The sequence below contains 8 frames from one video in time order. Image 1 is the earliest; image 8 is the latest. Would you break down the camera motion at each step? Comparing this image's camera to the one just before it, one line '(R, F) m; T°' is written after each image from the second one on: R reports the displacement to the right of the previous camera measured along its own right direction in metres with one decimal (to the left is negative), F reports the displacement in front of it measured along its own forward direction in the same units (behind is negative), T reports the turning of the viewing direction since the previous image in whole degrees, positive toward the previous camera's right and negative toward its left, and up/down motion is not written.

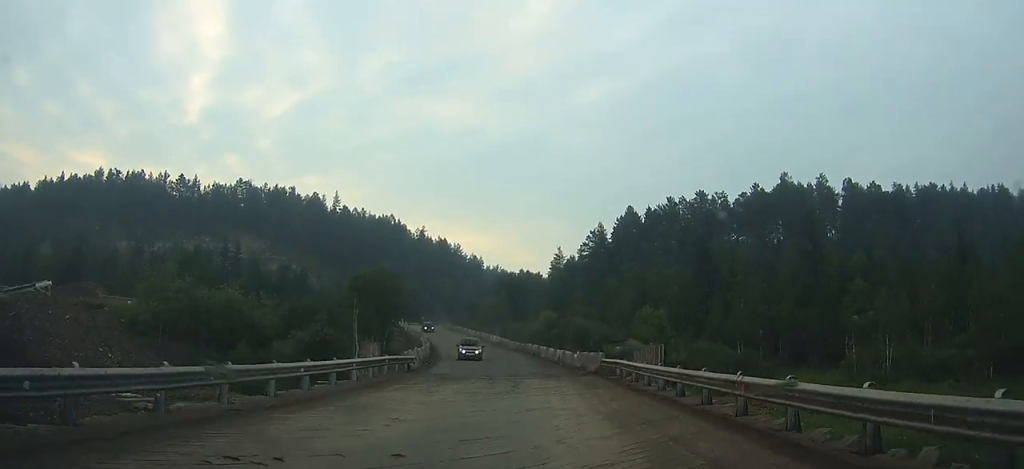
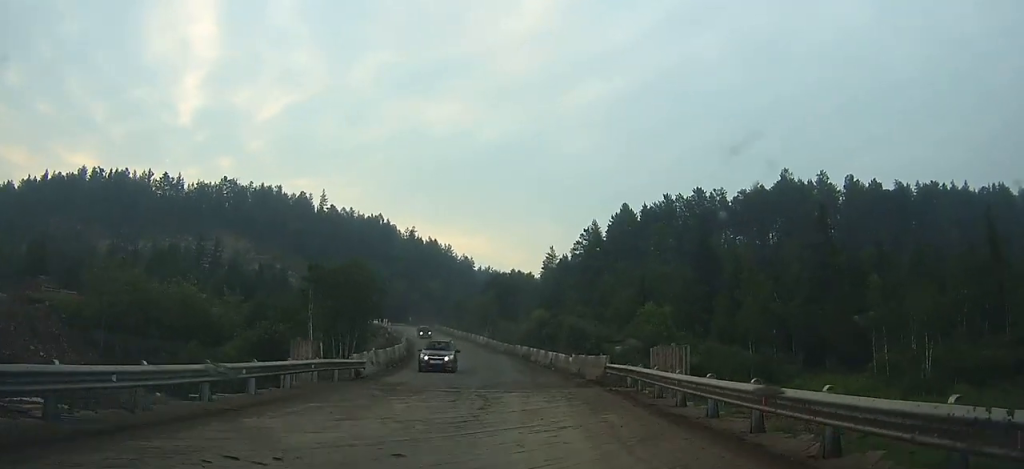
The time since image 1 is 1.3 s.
(-0.1, +5.0) m; -1°
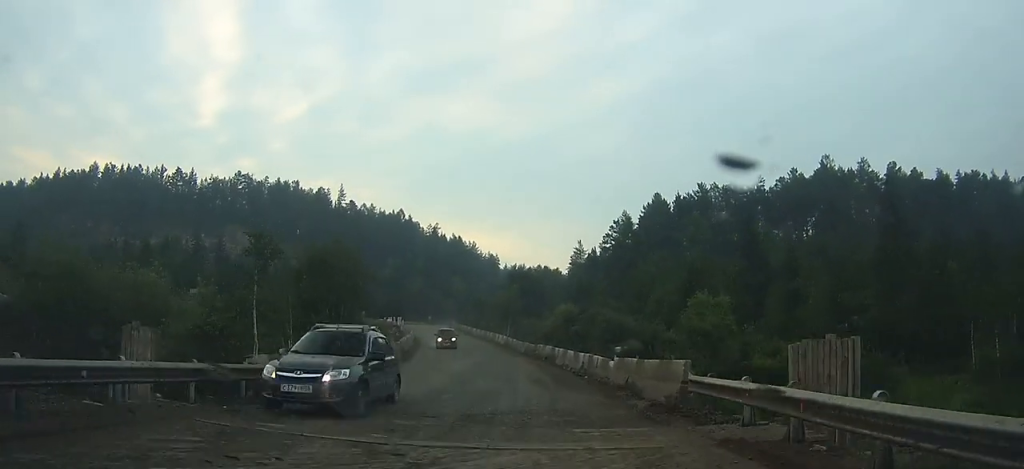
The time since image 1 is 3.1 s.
(0.0, +6.9) m; -2°
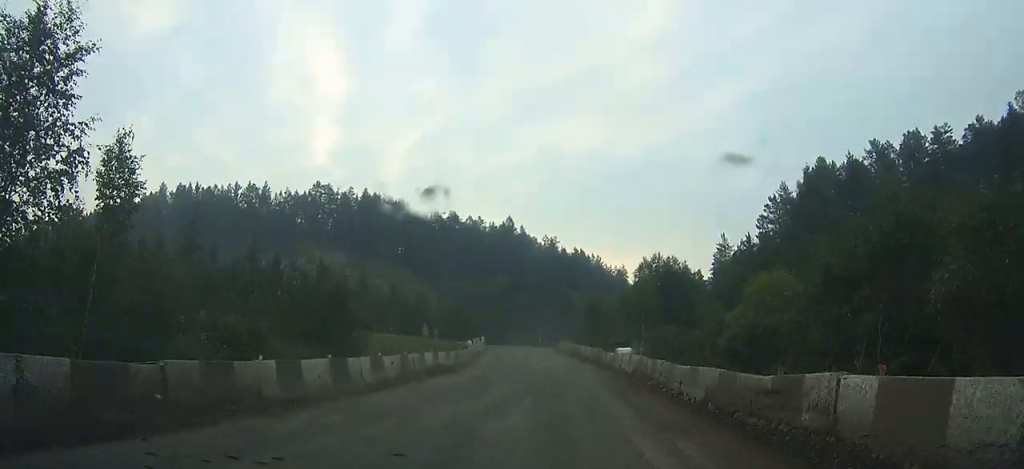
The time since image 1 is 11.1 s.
(-3.4, +34.6) m; -10°
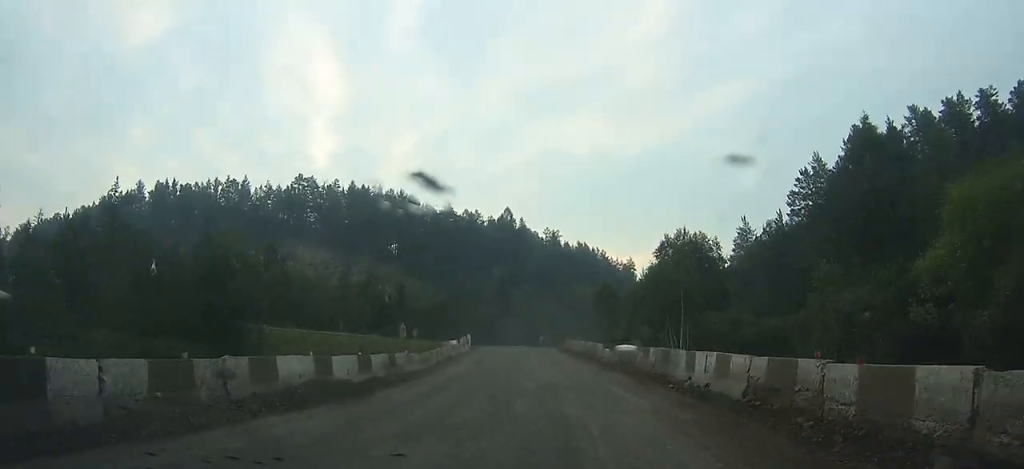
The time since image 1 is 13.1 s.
(-0.2, +11.3) m; -2°
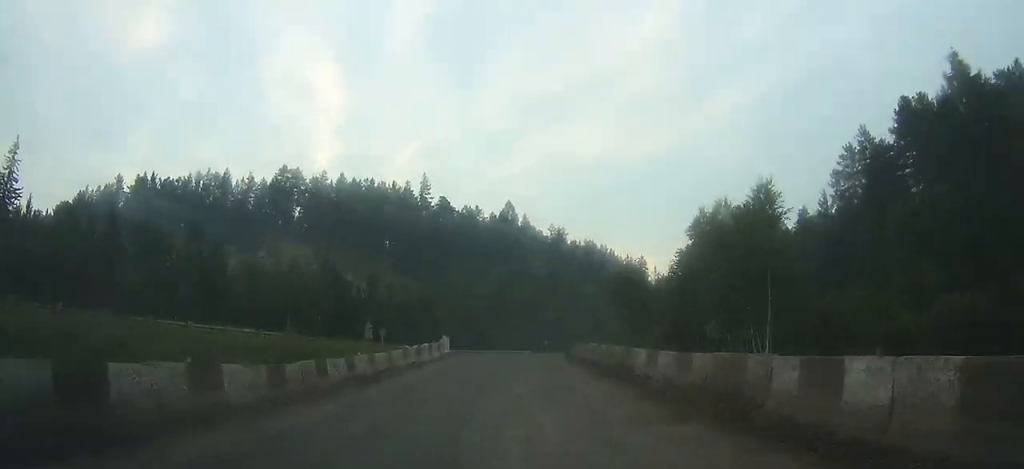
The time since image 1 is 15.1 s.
(-0.1, +11.6) m; -2°
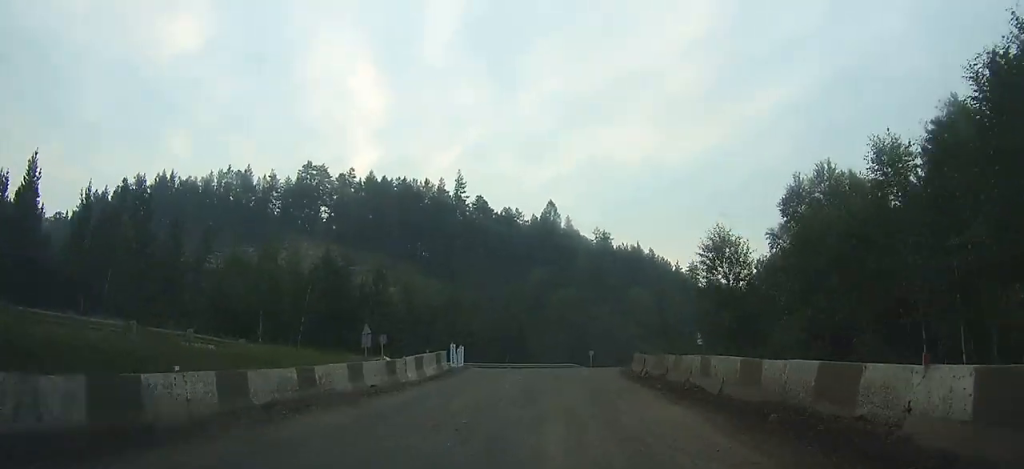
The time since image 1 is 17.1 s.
(-0.4, +11.5) m; -2°
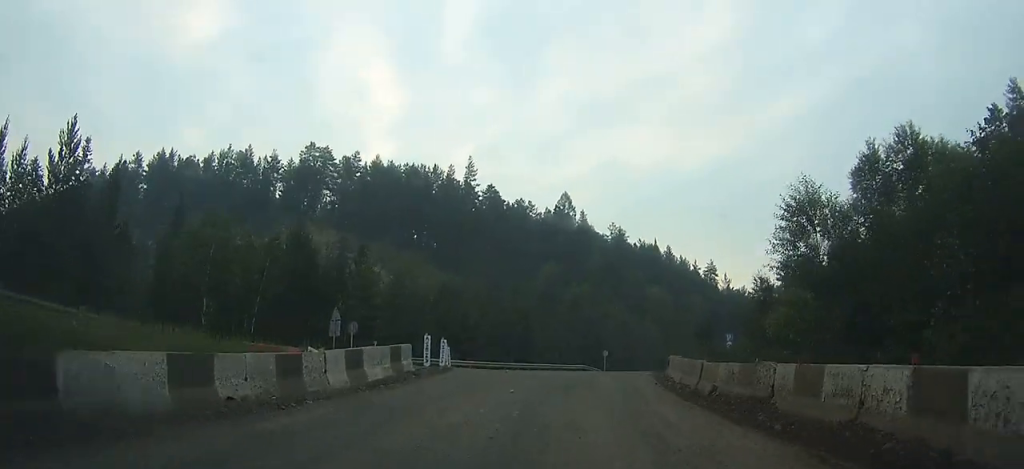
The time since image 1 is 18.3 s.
(-0.1, +6.8) m; 0°
